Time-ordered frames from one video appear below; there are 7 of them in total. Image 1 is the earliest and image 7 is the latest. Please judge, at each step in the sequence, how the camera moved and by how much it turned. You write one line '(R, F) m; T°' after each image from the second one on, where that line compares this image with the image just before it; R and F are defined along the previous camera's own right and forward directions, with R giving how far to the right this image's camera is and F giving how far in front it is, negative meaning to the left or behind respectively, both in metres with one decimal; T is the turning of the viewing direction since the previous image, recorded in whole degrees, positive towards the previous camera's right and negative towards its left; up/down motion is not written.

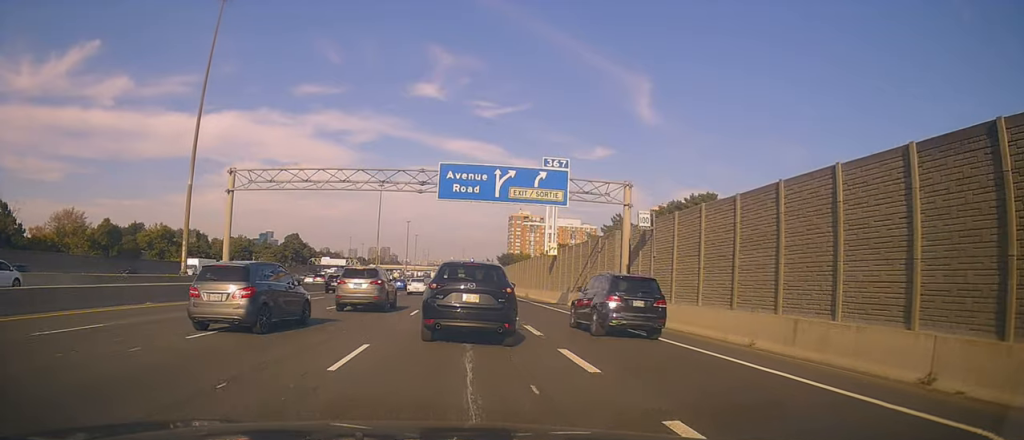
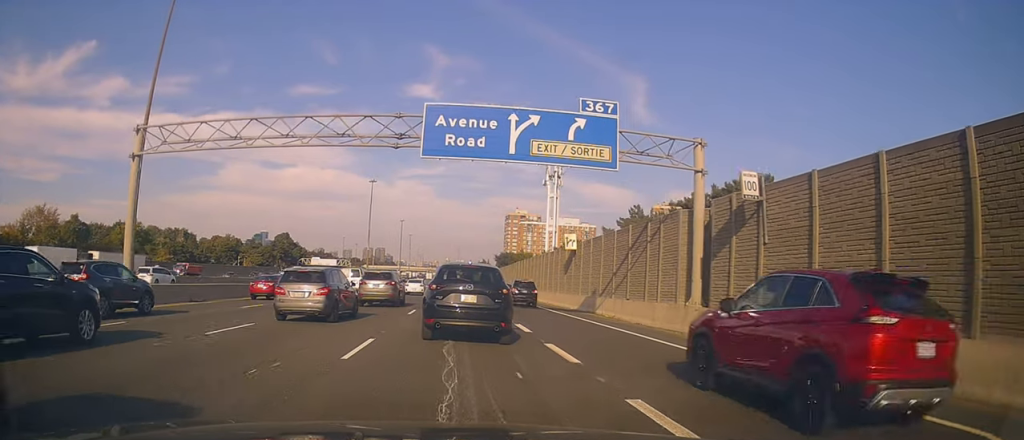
(-0.5, +11.4) m; +1°
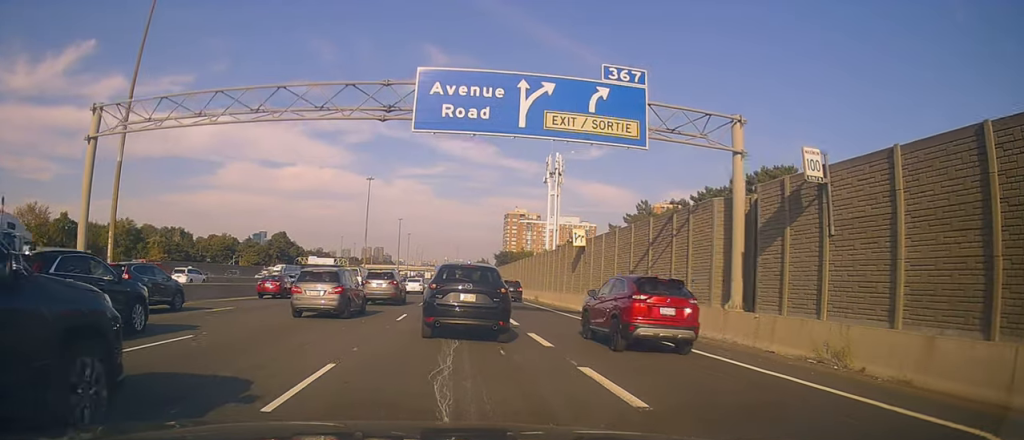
(+0.2, +3.6) m; 0°
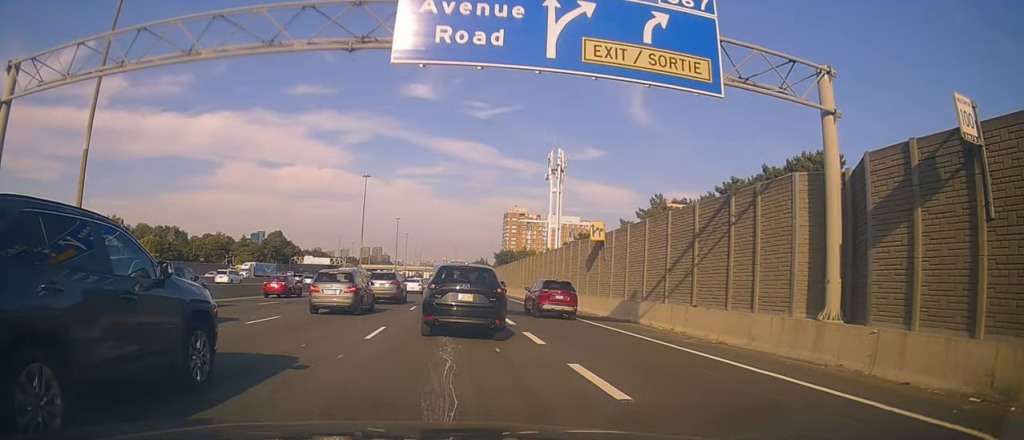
(0.0, +5.6) m; 0°
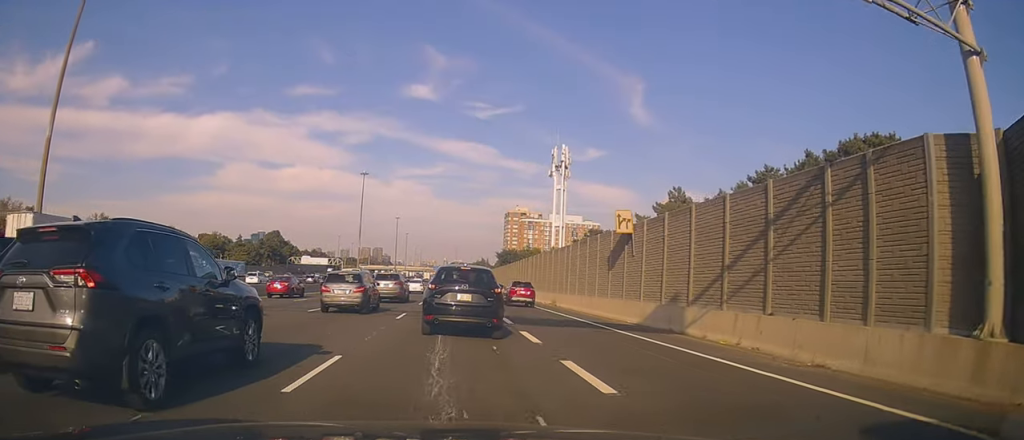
(0.0, +5.6) m; 0°
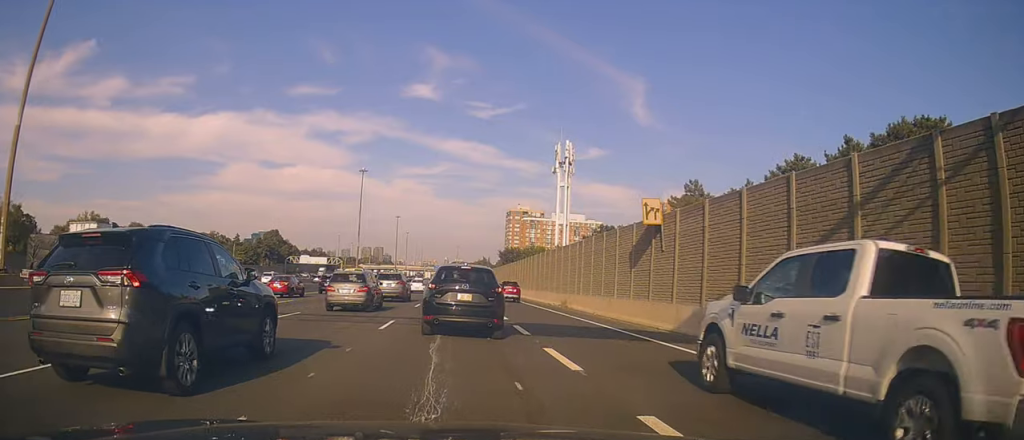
(0.0, +4.0) m; -1°
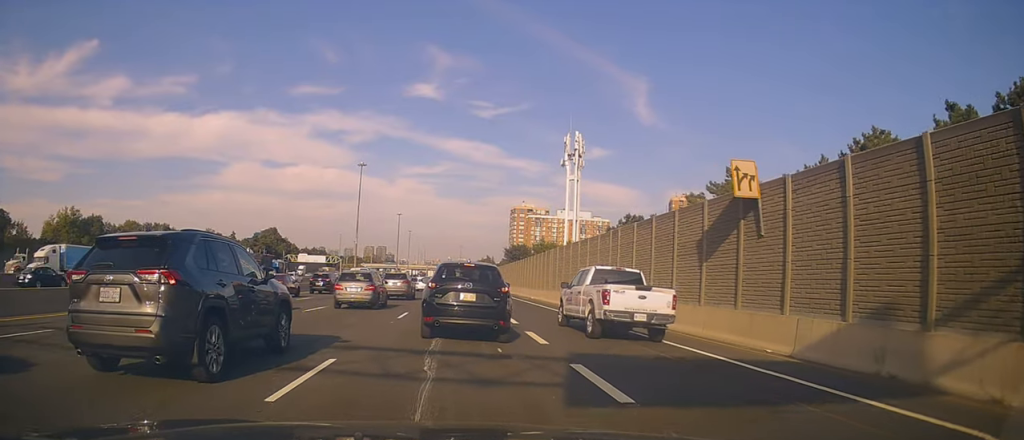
(-0.4, +8.2) m; -2°
